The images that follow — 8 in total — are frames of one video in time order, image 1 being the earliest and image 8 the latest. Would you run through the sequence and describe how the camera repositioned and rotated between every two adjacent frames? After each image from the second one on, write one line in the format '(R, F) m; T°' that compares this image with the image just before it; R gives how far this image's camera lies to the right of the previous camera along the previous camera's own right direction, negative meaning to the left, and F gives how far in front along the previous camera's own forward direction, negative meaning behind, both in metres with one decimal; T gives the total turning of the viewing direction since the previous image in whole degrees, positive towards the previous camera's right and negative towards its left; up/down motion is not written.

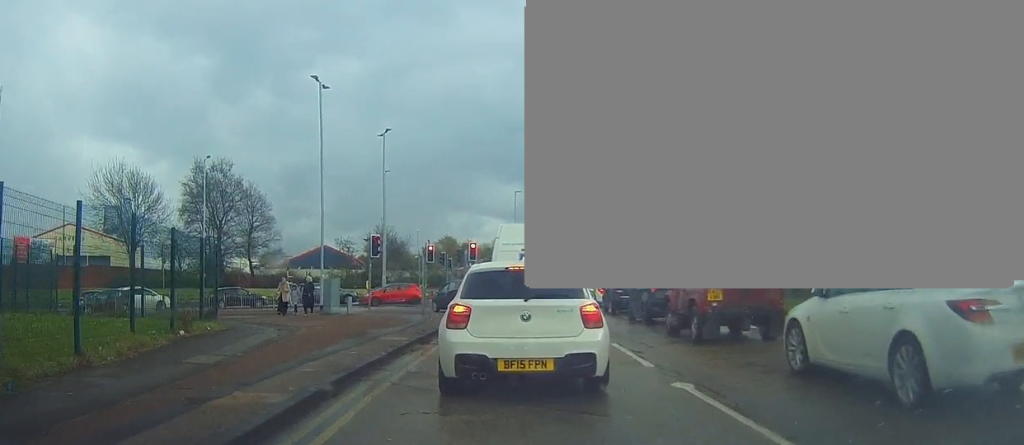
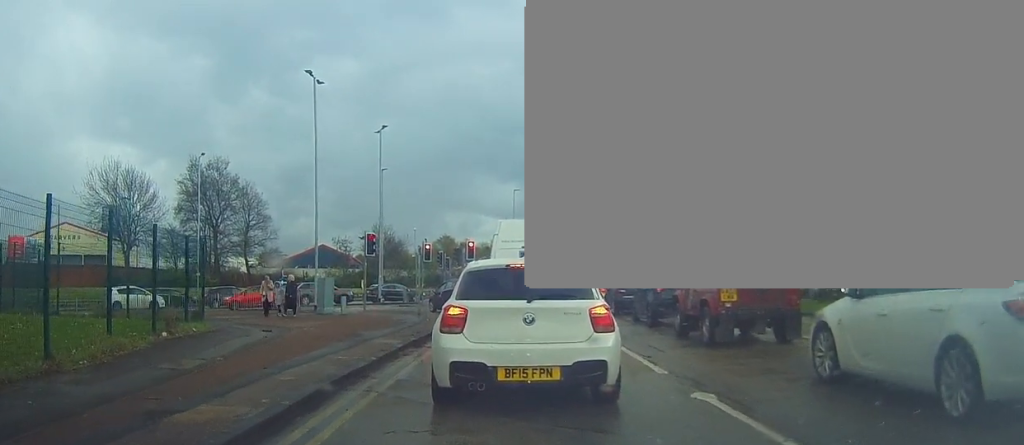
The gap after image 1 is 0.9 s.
(+0.2, +0.7) m; 0°
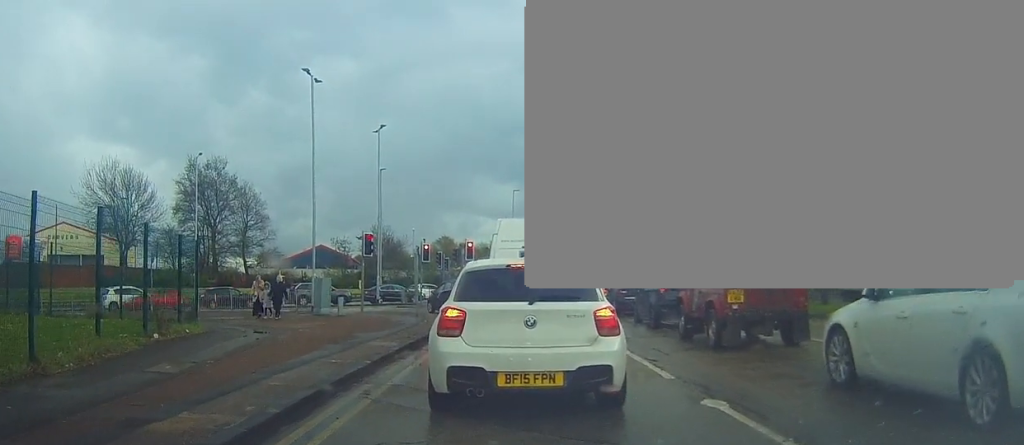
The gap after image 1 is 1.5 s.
(0.0, +0.2) m; 0°
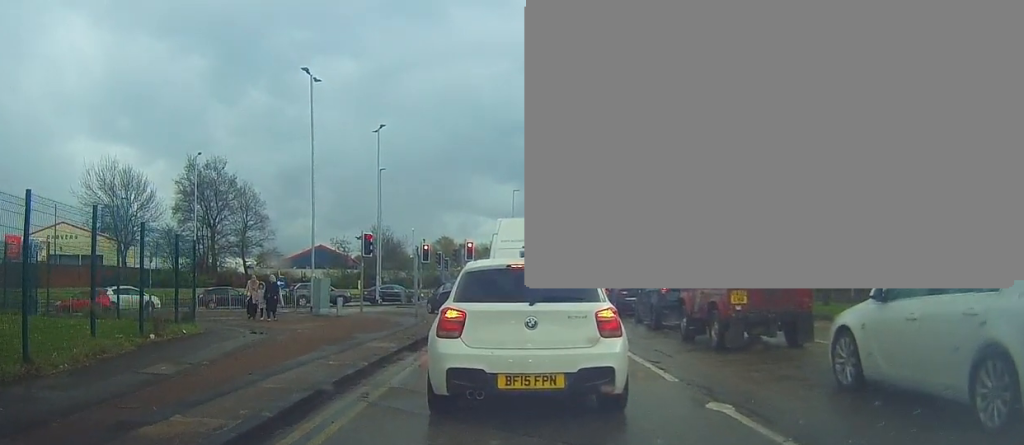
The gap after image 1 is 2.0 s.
(0.0, +0.1) m; 0°
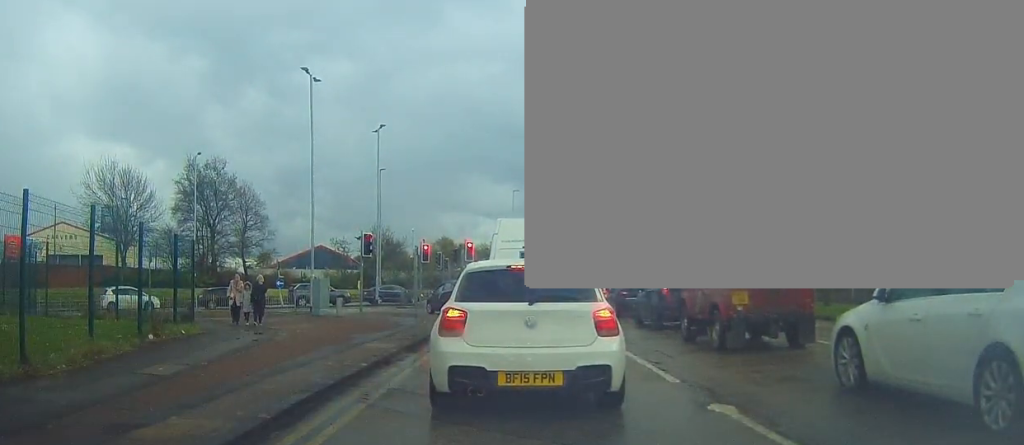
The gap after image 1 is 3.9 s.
(0.0, 0.0) m; 0°
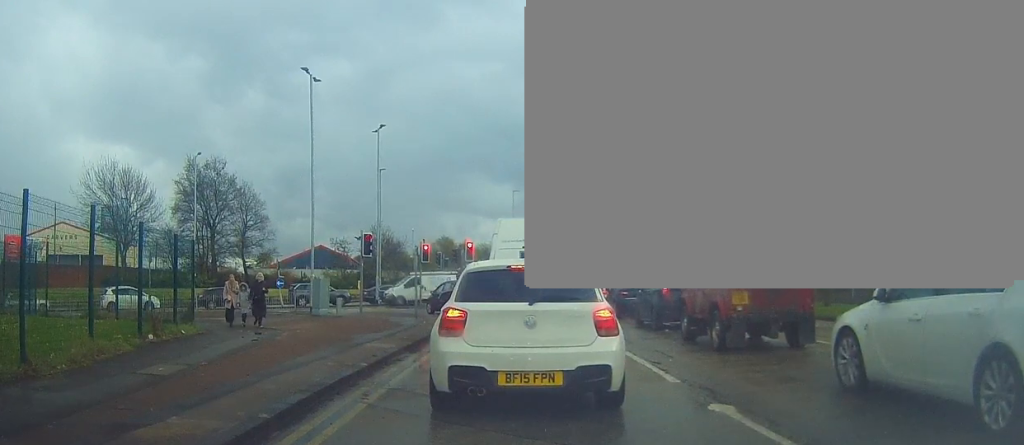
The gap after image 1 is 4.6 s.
(0.0, 0.0) m; 0°
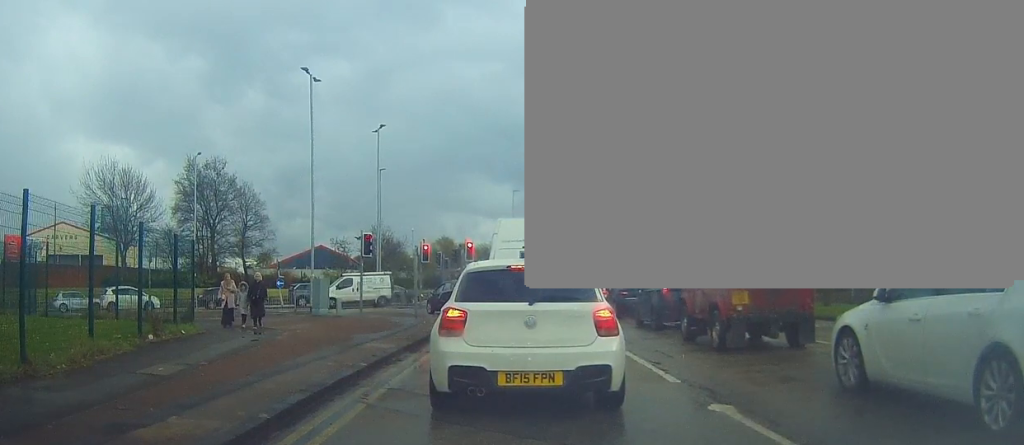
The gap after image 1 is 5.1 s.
(0.0, 0.0) m; 0°
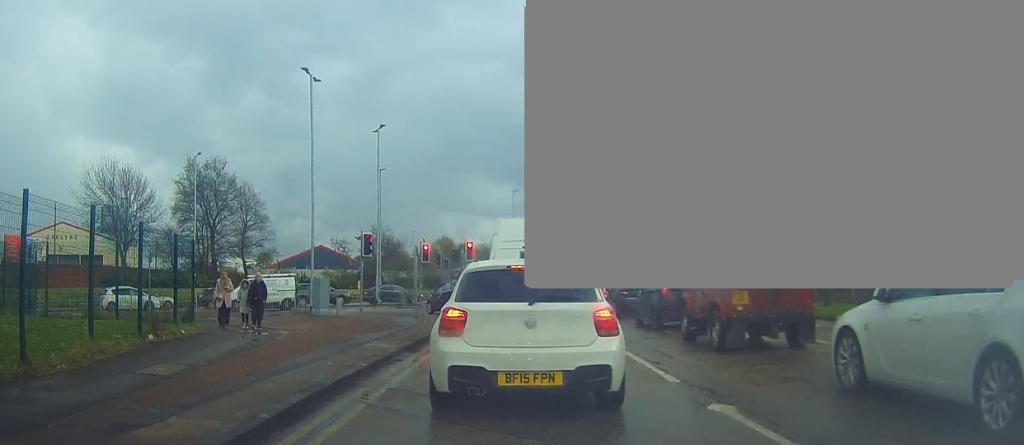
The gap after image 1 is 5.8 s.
(0.0, 0.0) m; 0°
